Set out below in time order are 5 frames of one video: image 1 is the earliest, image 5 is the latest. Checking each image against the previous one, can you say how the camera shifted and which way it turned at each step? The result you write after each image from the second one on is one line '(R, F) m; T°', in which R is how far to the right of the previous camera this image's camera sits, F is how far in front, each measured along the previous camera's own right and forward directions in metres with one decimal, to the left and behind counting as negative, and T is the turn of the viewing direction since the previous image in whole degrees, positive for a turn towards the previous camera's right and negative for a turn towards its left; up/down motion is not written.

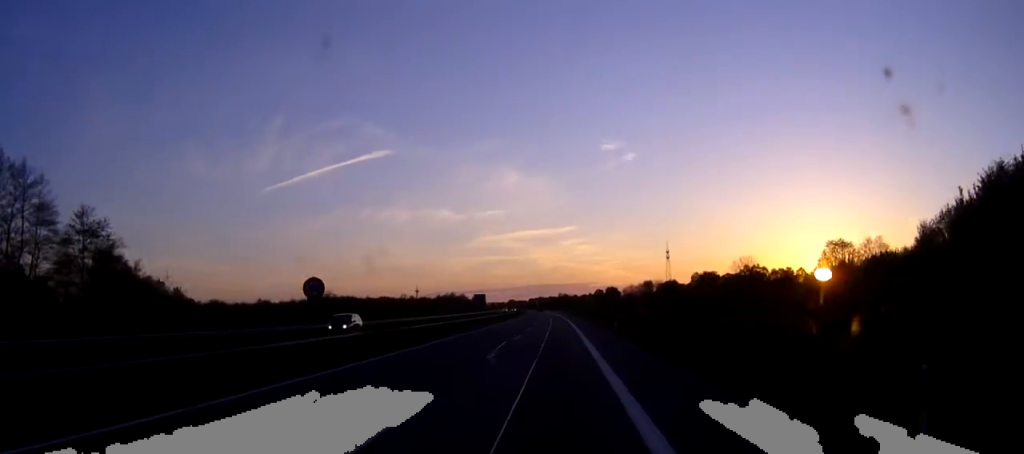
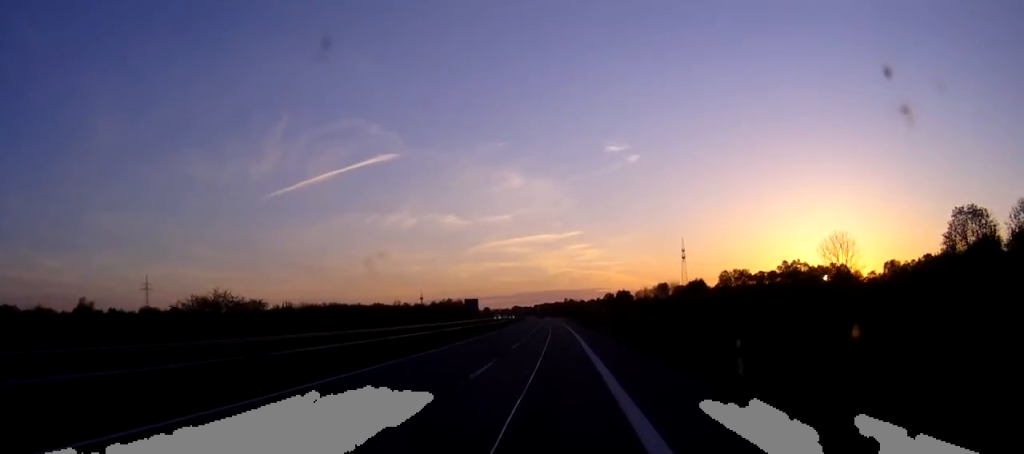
(-0.2, +39.9) m; -1°
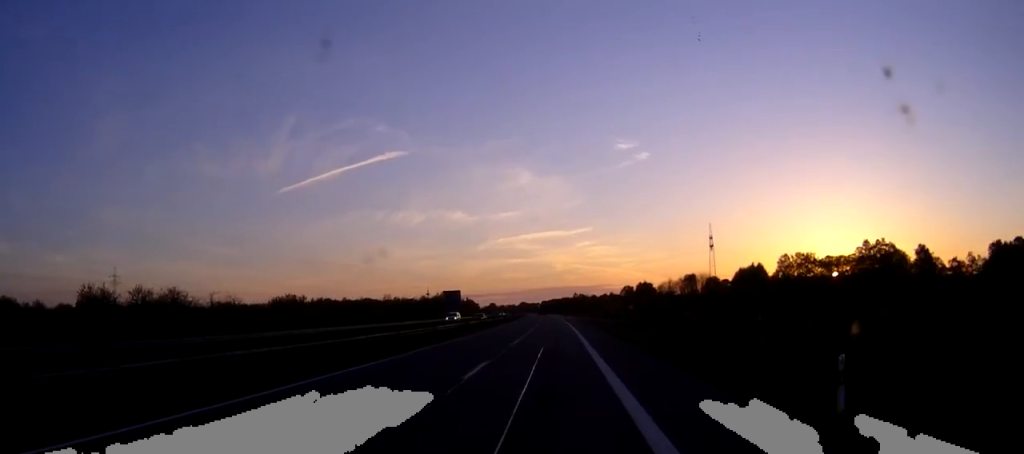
(-0.4, +55.5) m; -1°
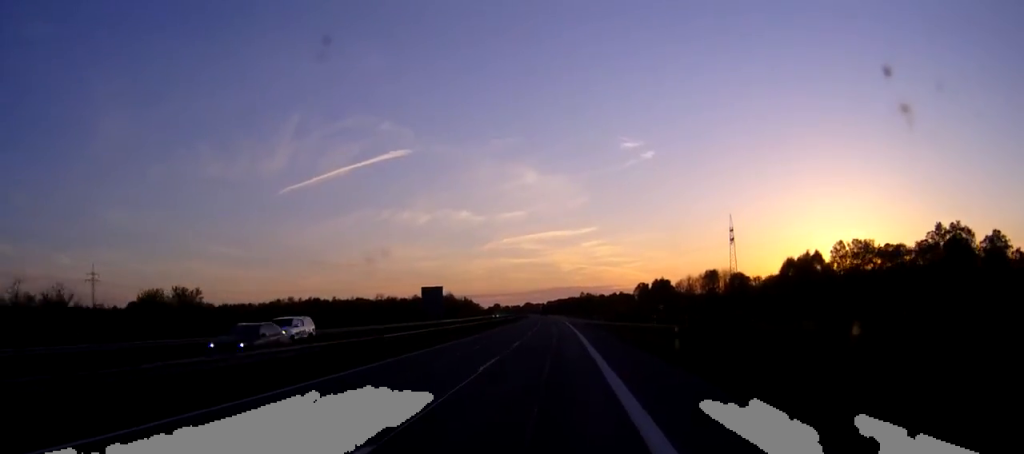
(-0.1, +33.1) m; -1°
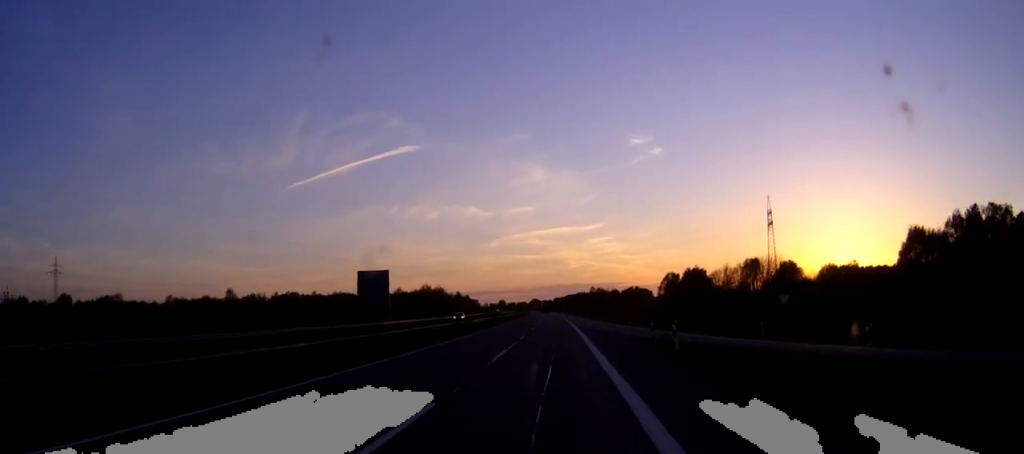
(-0.2, +49.4) m; 0°
